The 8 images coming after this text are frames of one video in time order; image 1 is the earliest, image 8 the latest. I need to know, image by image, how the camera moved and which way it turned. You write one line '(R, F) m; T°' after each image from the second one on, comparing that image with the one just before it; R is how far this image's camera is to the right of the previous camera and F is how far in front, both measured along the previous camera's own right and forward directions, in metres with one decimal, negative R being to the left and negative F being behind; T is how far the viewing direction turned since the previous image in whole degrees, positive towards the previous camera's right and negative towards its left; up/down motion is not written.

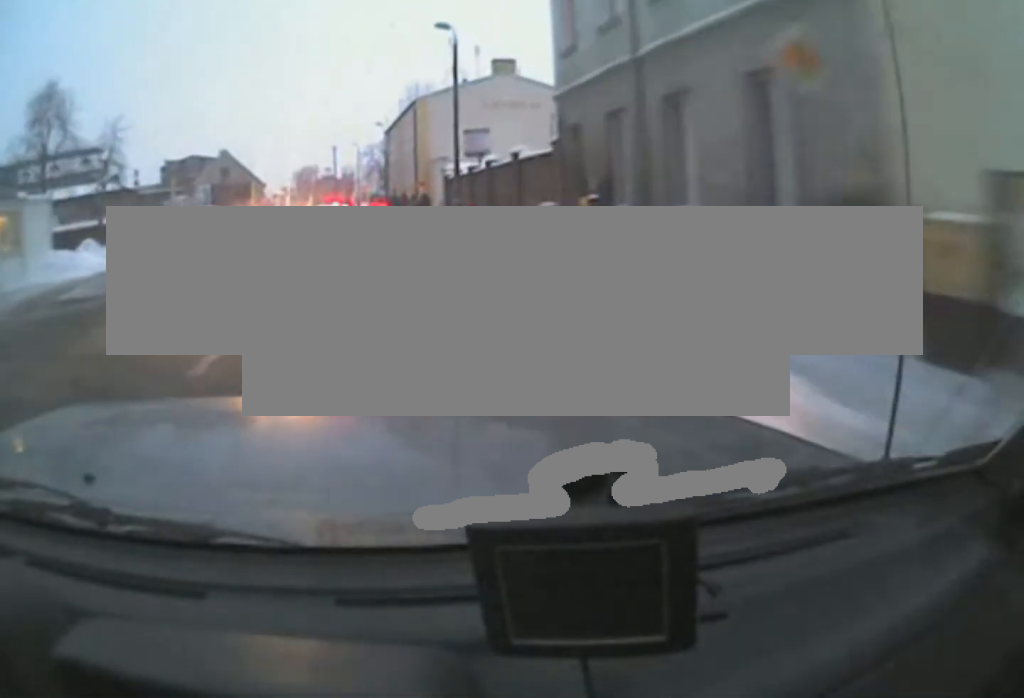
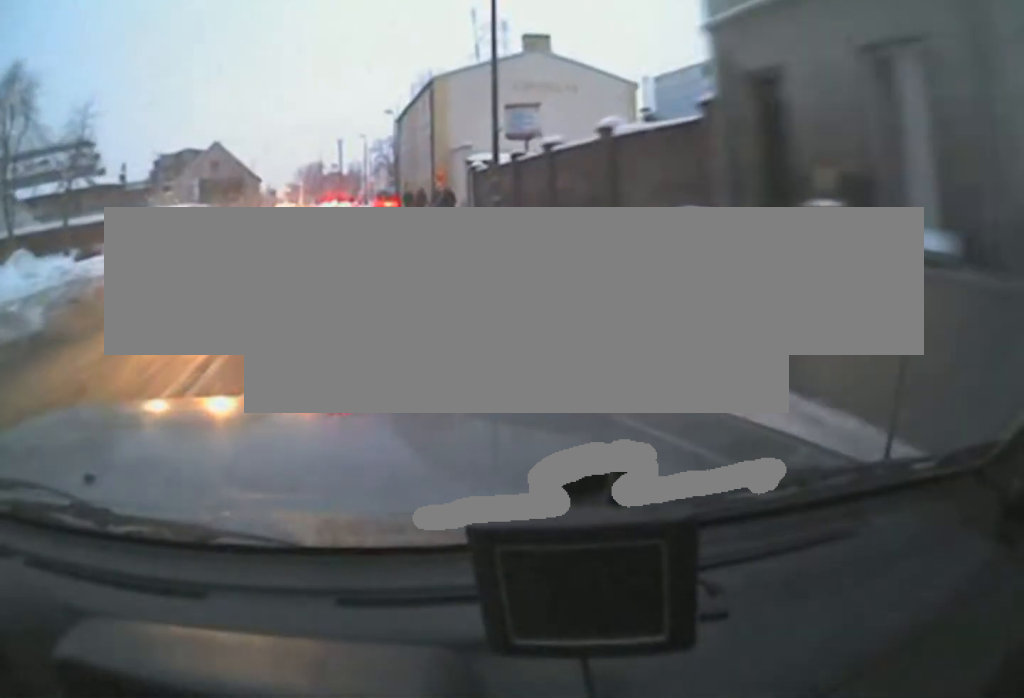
(-0.3, +6.5) m; -1°
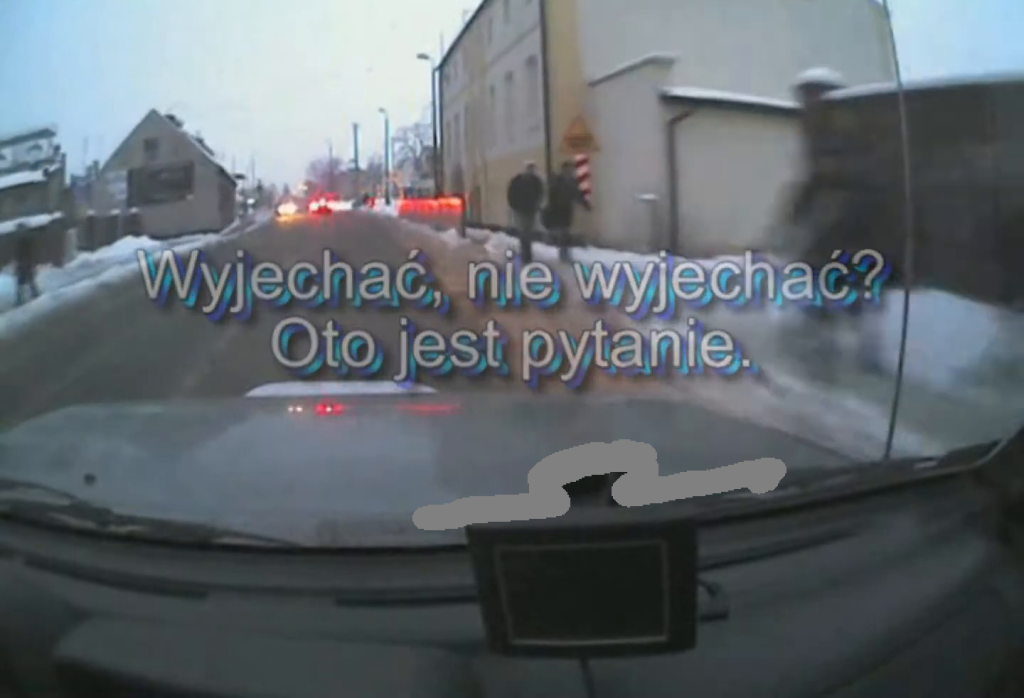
(-0.2, +20.4) m; -1°
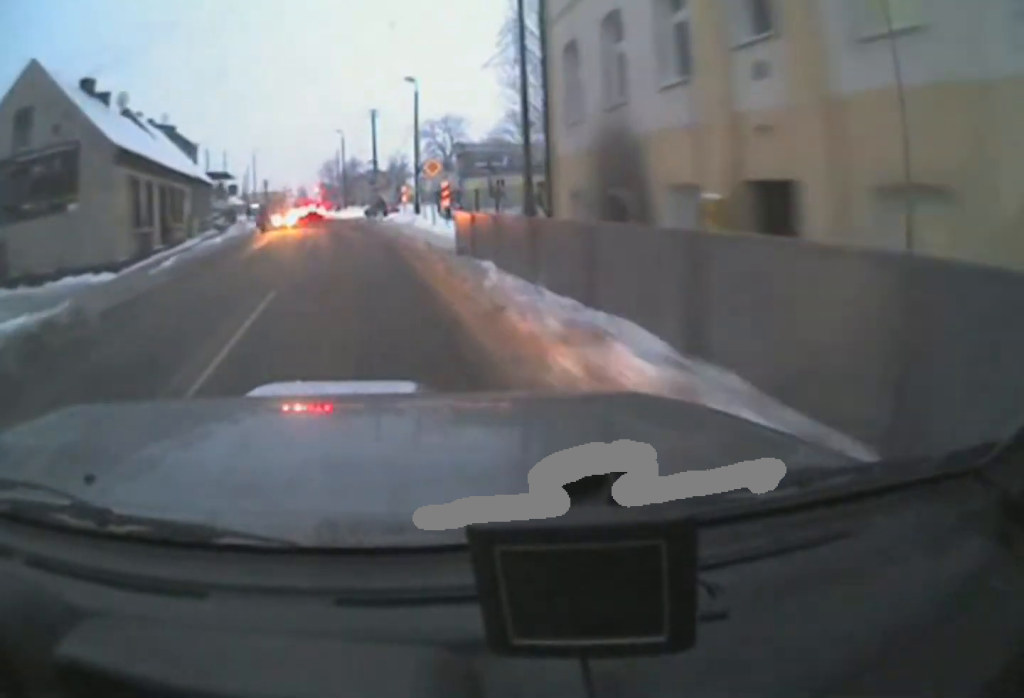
(-0.3, +16.1) m; -4°
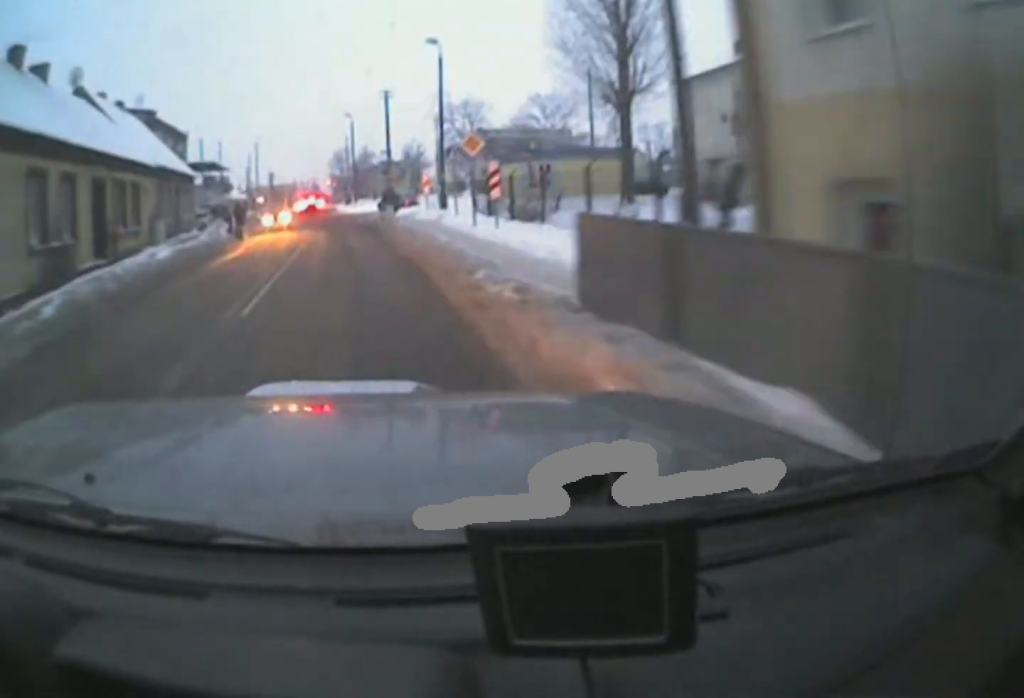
(-0.4, +7.8) m; -3°
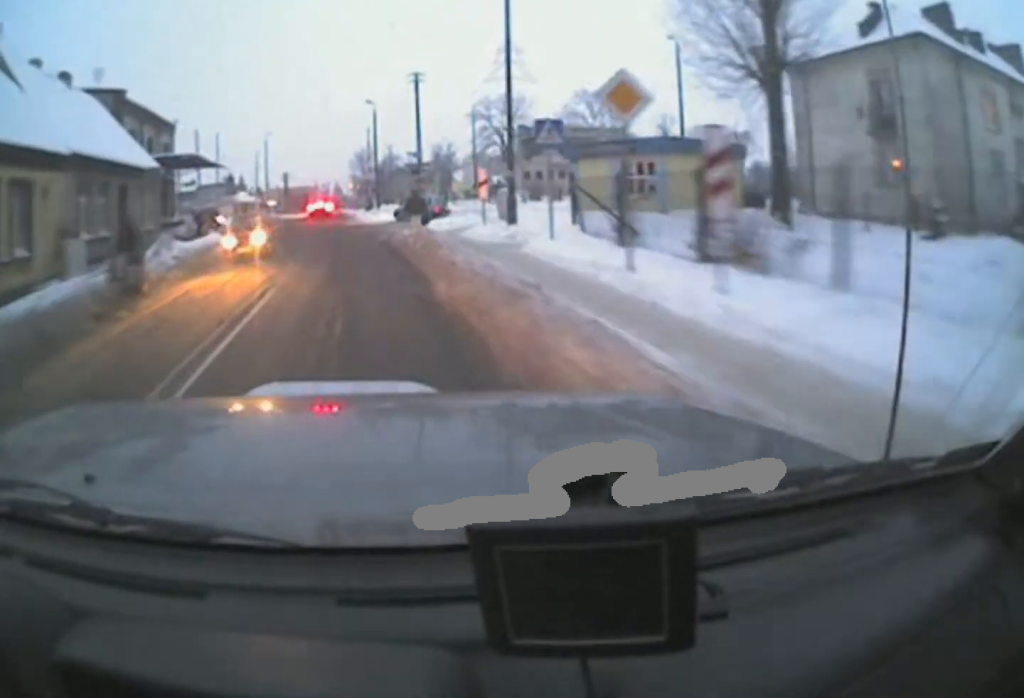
(-0.2, +10.4) m; 0°
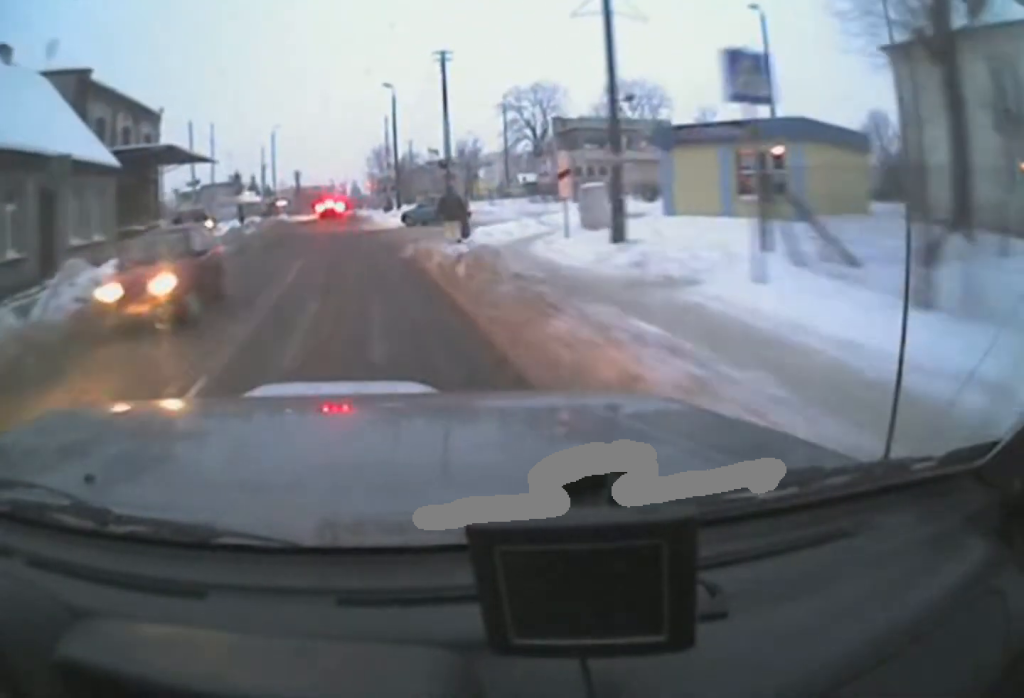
(+0.1, +7.7) m; 0°
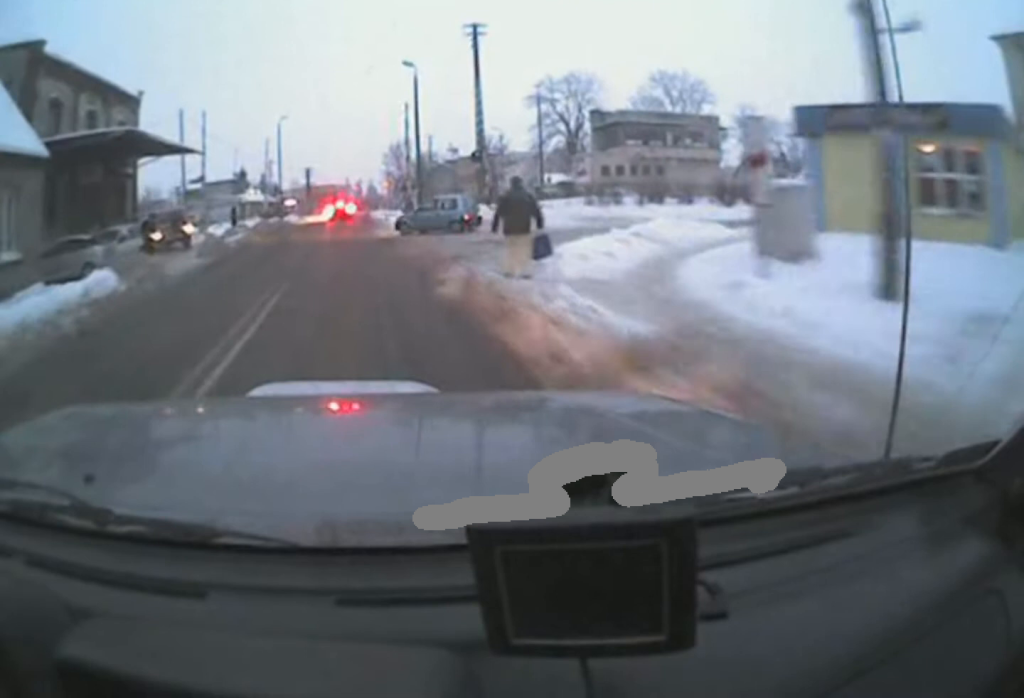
(+0.1, +6.4) m; 0°
